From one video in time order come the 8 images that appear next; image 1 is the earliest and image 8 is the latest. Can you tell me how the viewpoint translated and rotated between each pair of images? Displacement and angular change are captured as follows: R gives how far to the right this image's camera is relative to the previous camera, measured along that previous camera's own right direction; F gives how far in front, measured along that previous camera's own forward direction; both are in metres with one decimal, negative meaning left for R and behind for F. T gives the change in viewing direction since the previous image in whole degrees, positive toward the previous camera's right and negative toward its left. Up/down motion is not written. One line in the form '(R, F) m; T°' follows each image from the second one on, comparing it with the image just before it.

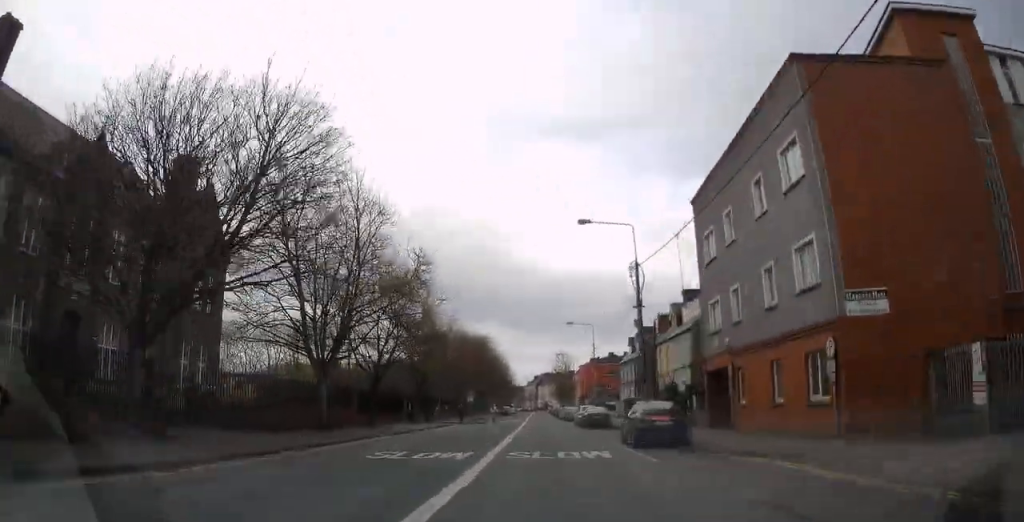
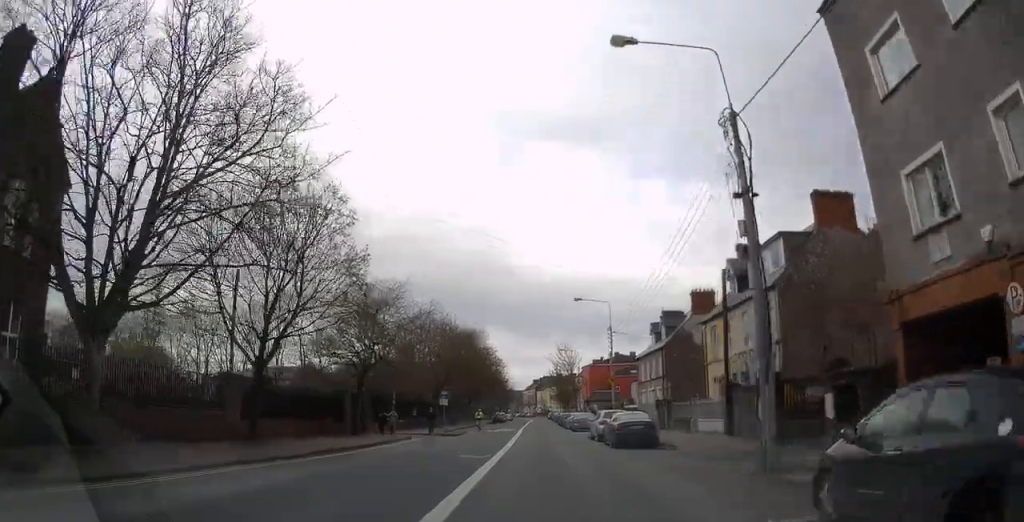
(-0.2, +15.5) m; 0°
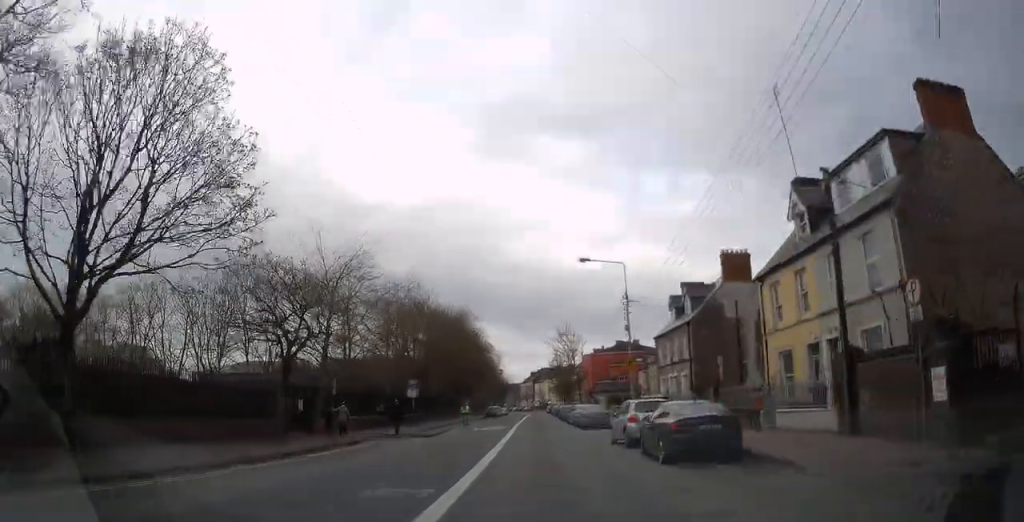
(0.0, +9.9) m; 0°
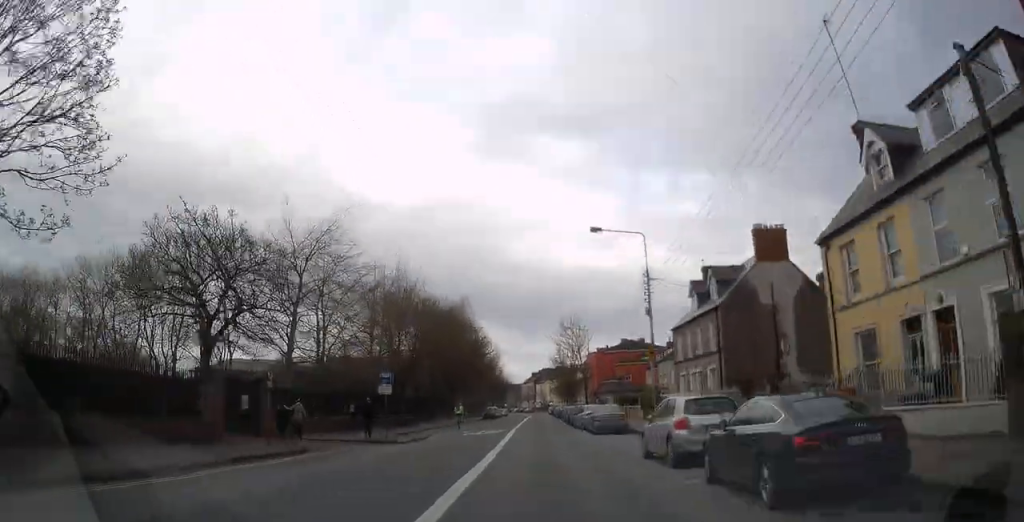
(0.0, +6.3) m; 0°
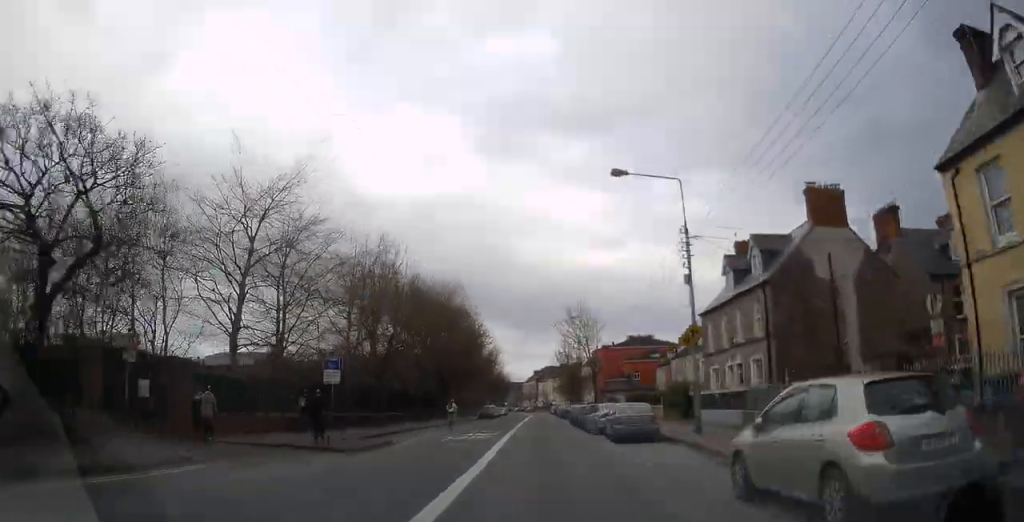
(0.0, +7.3) m; 0°
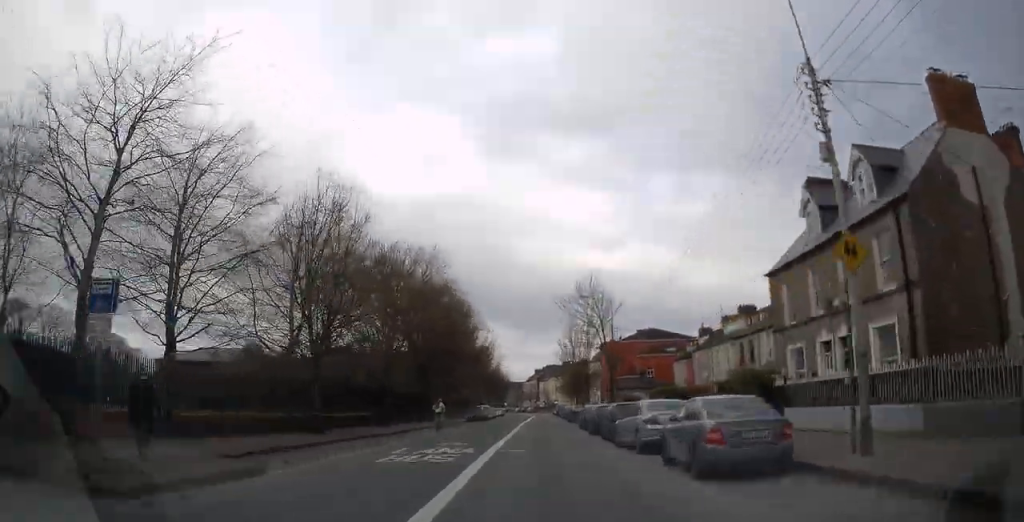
(0.0, +11.4) m; 0°
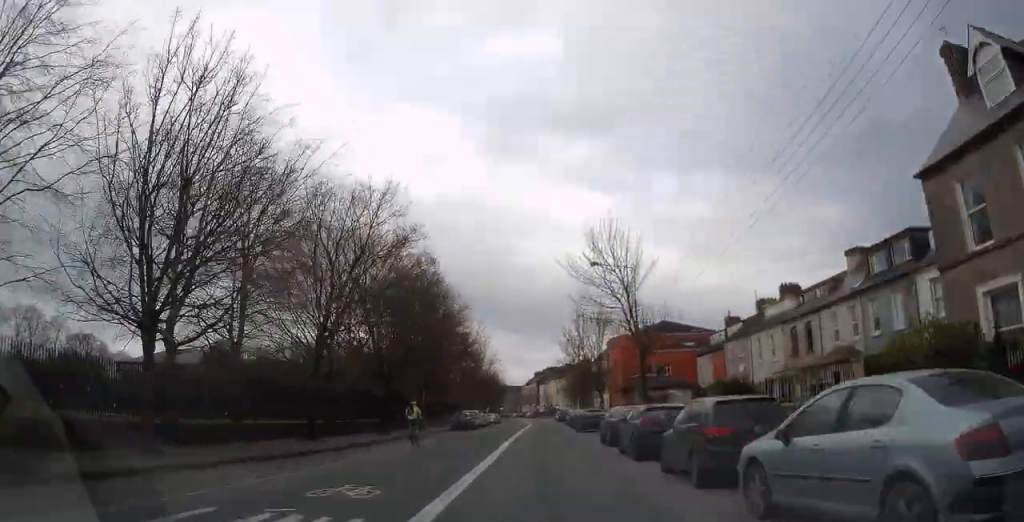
(0.0, +12.4) m; 0°
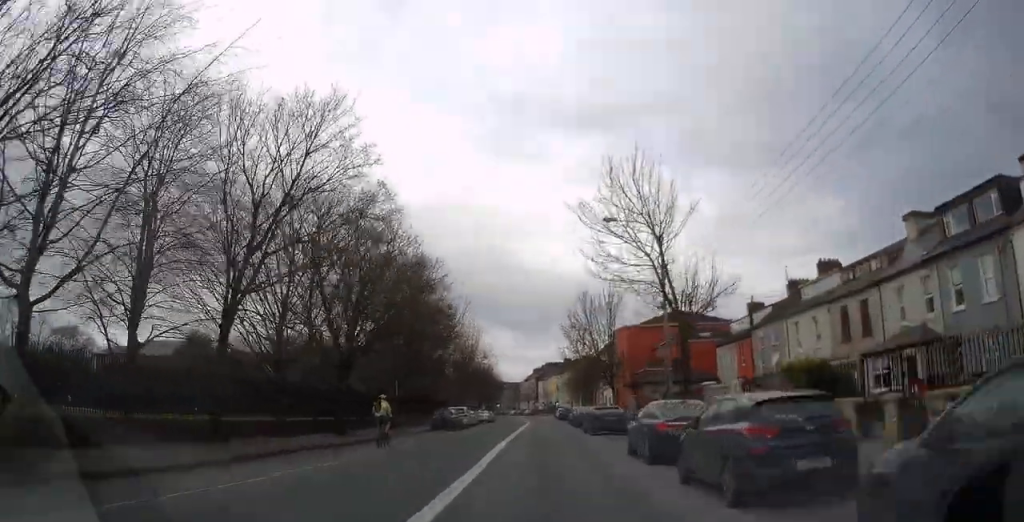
(0.0, +8.3) m; 0°
